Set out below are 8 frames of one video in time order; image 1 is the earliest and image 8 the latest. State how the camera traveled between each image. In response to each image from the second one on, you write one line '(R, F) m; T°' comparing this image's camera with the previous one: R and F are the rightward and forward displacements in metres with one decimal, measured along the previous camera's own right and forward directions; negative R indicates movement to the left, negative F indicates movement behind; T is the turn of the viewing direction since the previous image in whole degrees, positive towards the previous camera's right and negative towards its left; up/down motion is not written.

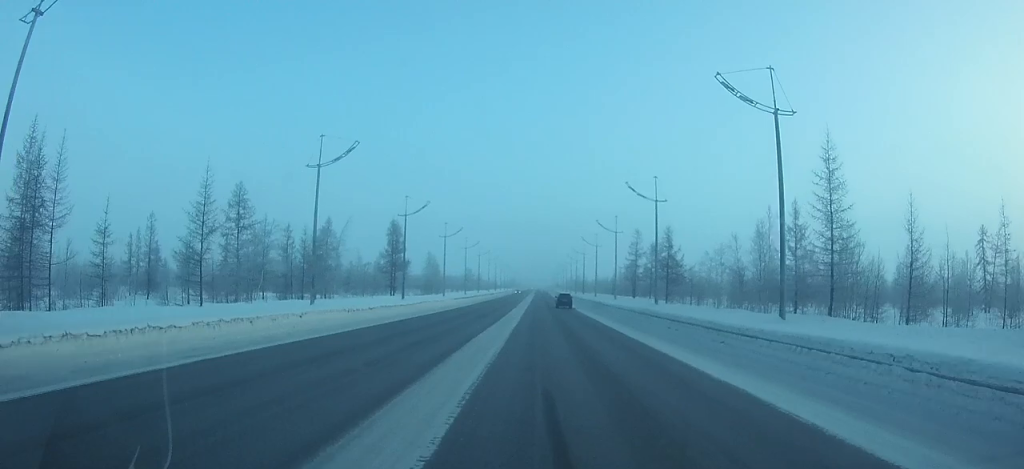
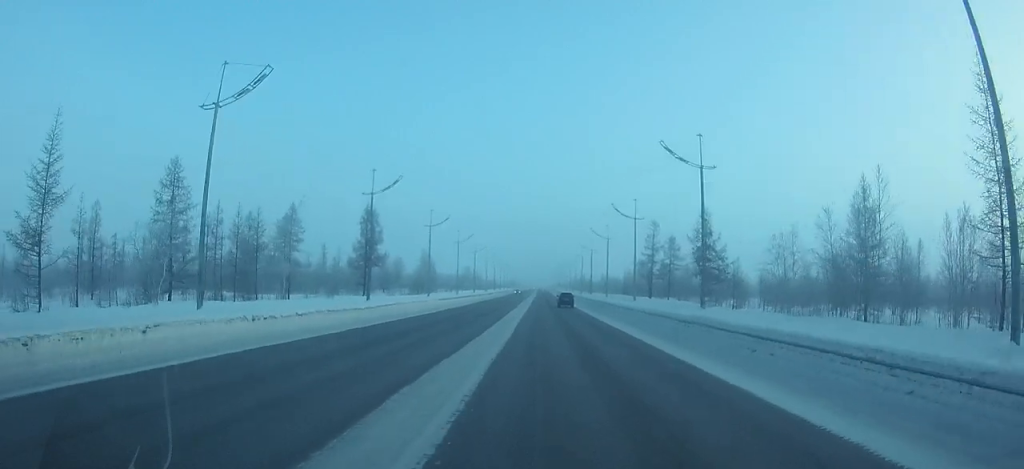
(0.0, +13.0) m; 0°
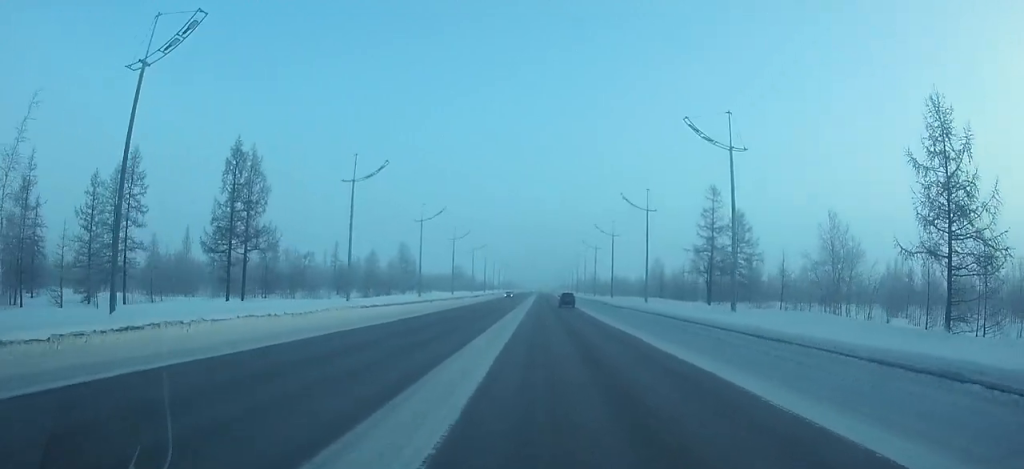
(0.0, +30.6) m; 0°
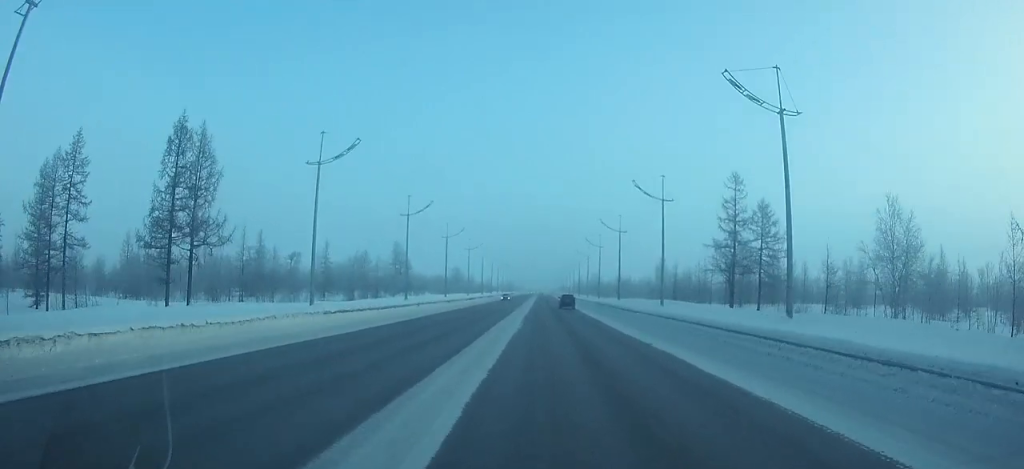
(0.0, +6.9) m; 0°
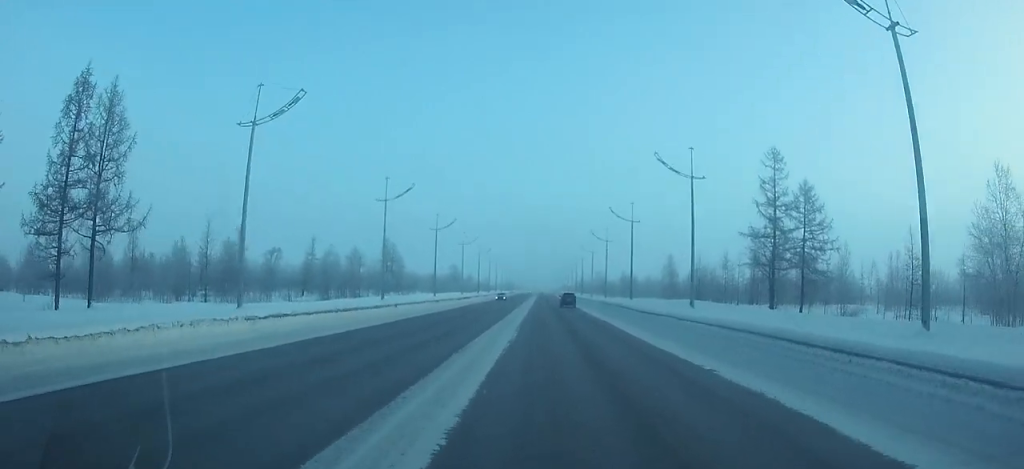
(0.0, +9.1) m; 0°
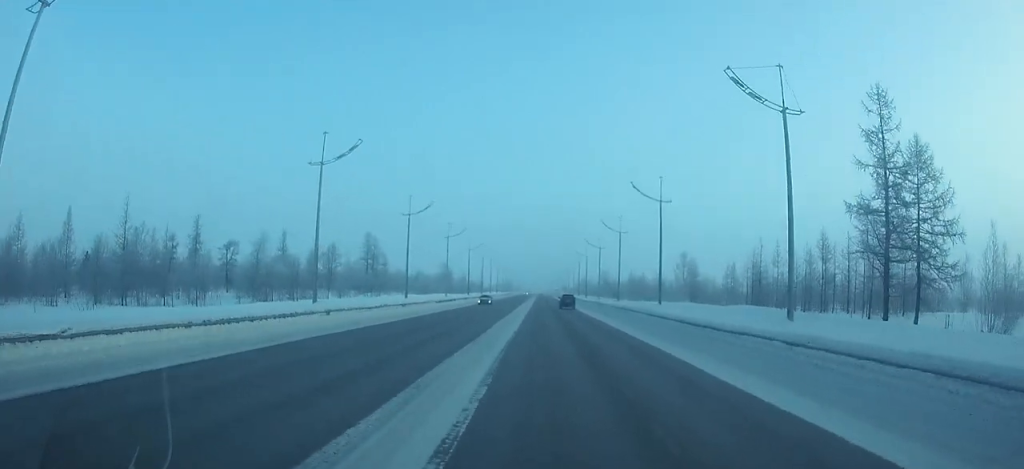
(0.0, +15.4) m; 0°
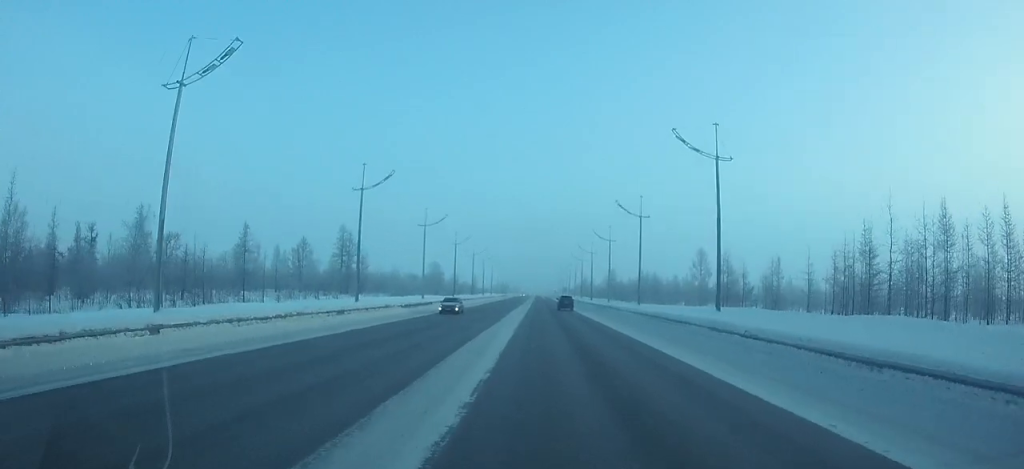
(0.0, +15.9) m; 0°
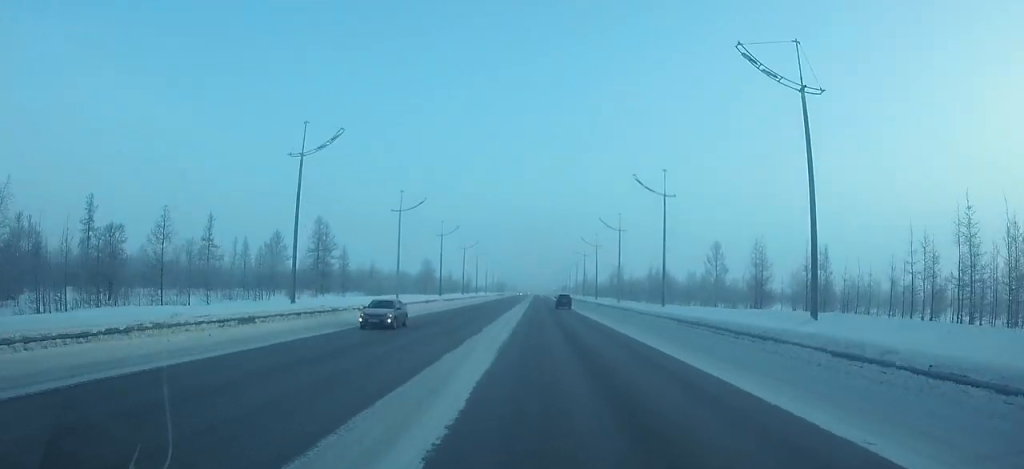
(0.0, +11.6) m; 0°
